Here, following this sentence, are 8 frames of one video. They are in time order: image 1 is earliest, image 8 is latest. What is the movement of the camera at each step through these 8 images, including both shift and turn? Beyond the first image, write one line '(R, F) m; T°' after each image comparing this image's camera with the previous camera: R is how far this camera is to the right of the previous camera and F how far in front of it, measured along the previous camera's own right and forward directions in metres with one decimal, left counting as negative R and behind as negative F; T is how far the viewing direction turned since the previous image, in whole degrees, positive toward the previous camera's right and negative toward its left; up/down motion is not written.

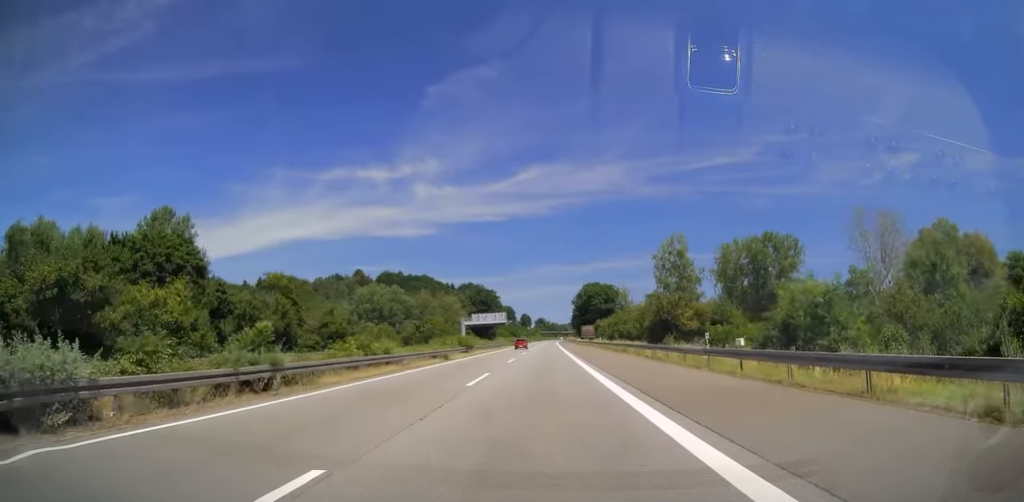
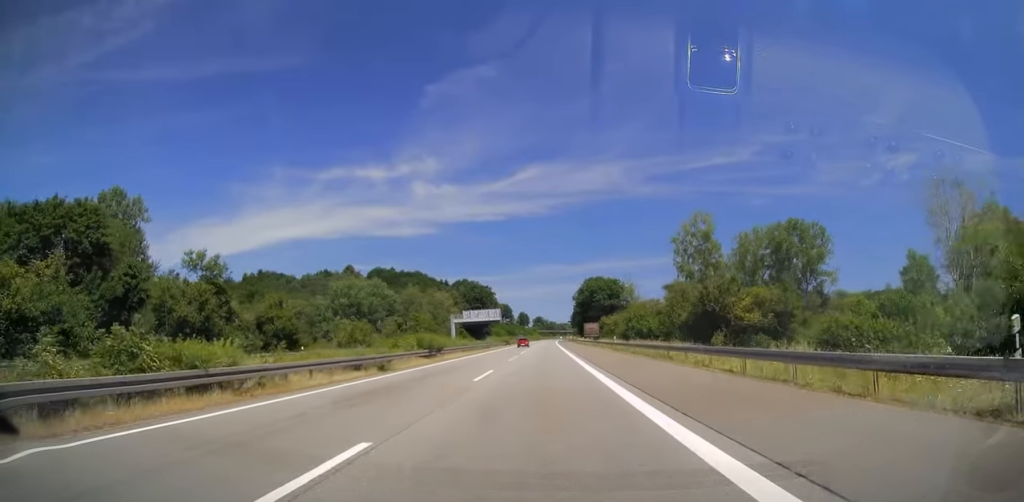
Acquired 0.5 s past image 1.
(+0.1, +16.3) m; 0°
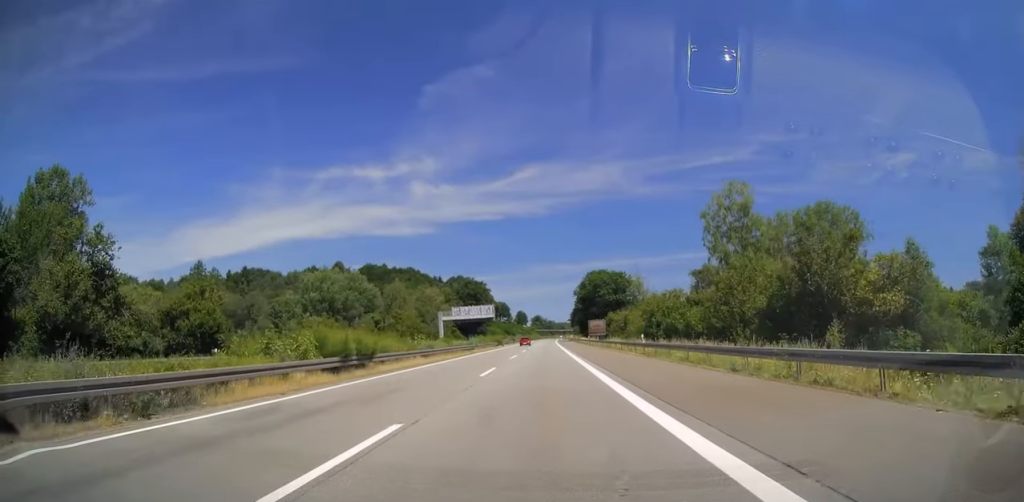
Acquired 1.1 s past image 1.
(+0.1, +16.3) m; 0°
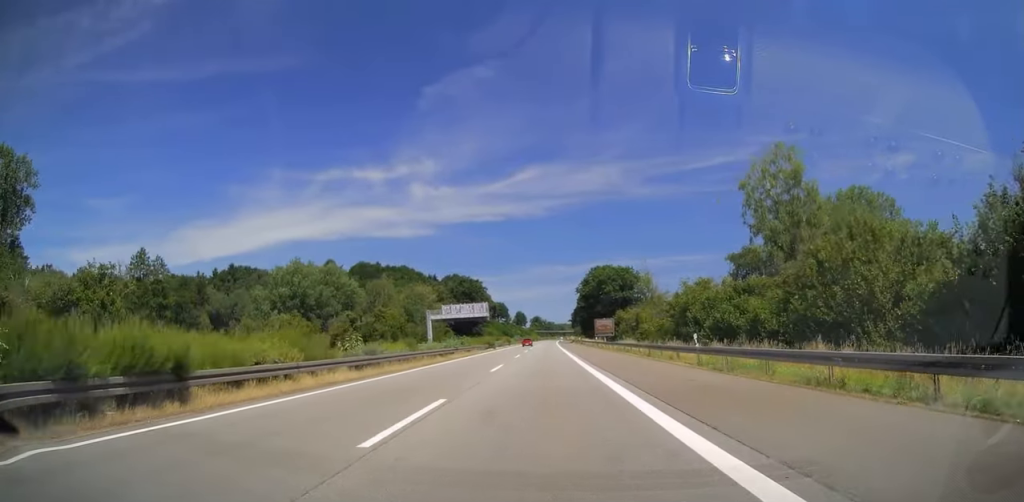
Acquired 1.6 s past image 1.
(0.0, +13.8) m; 0°
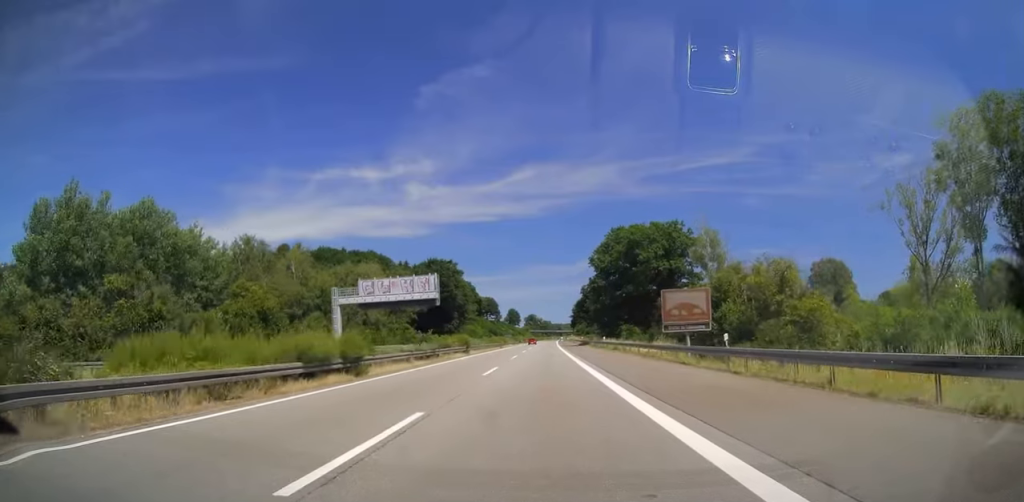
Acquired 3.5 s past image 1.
(+0.4, +55.9) m; +1°
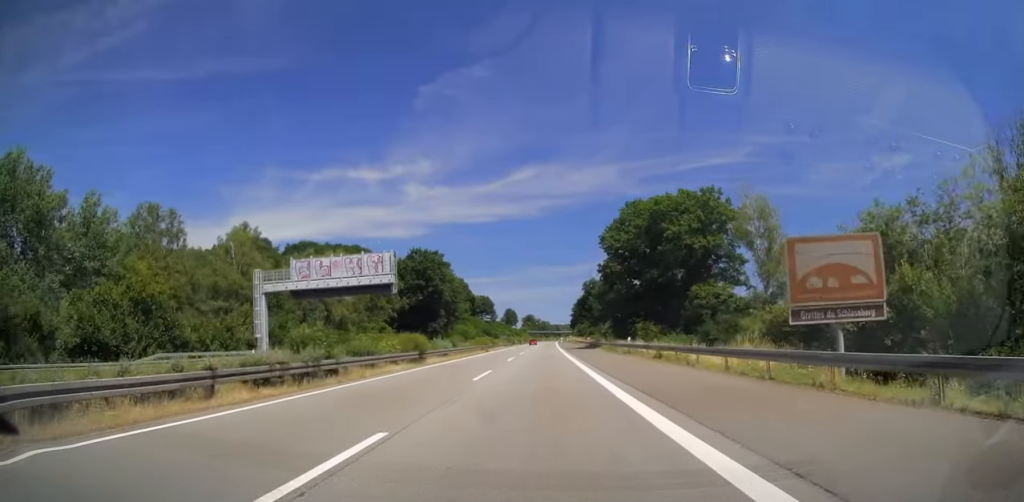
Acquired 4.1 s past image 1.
(0.0, +20.0) m; 0°
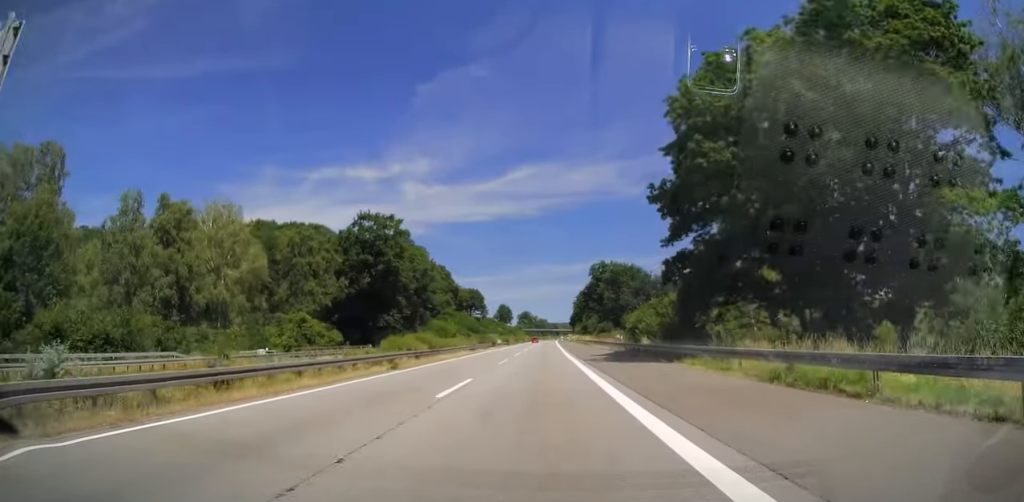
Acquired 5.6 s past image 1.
(-0.2, +42.1) m; 0°
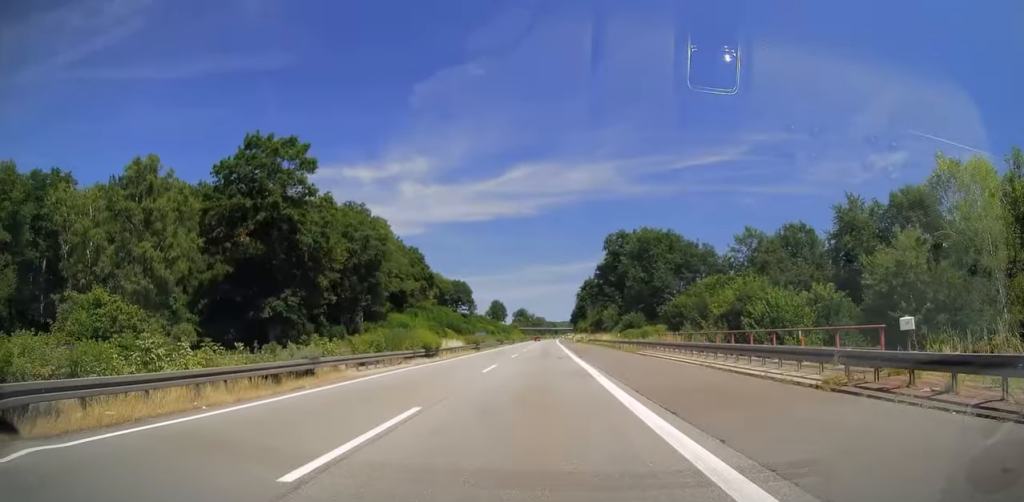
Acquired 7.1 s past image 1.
(+0.4, +44.0) m; 0°
